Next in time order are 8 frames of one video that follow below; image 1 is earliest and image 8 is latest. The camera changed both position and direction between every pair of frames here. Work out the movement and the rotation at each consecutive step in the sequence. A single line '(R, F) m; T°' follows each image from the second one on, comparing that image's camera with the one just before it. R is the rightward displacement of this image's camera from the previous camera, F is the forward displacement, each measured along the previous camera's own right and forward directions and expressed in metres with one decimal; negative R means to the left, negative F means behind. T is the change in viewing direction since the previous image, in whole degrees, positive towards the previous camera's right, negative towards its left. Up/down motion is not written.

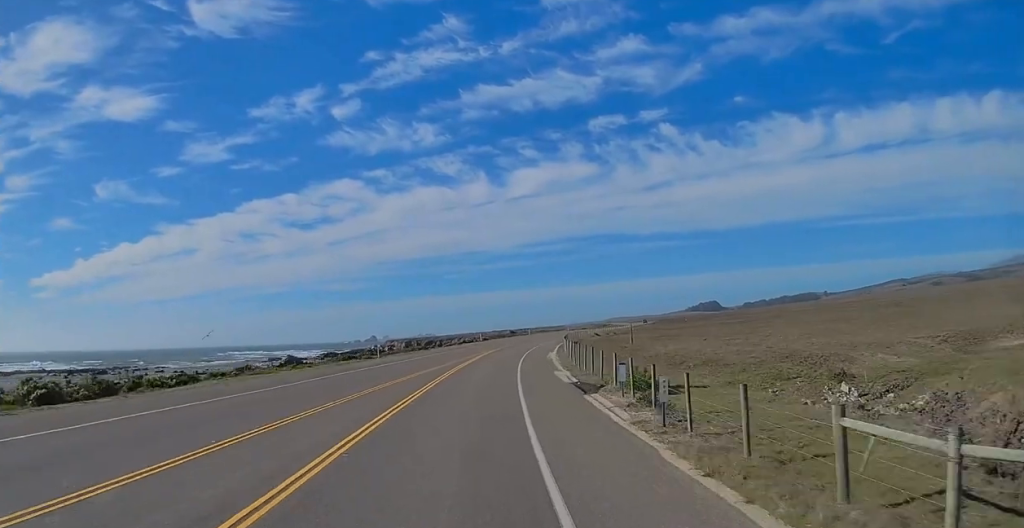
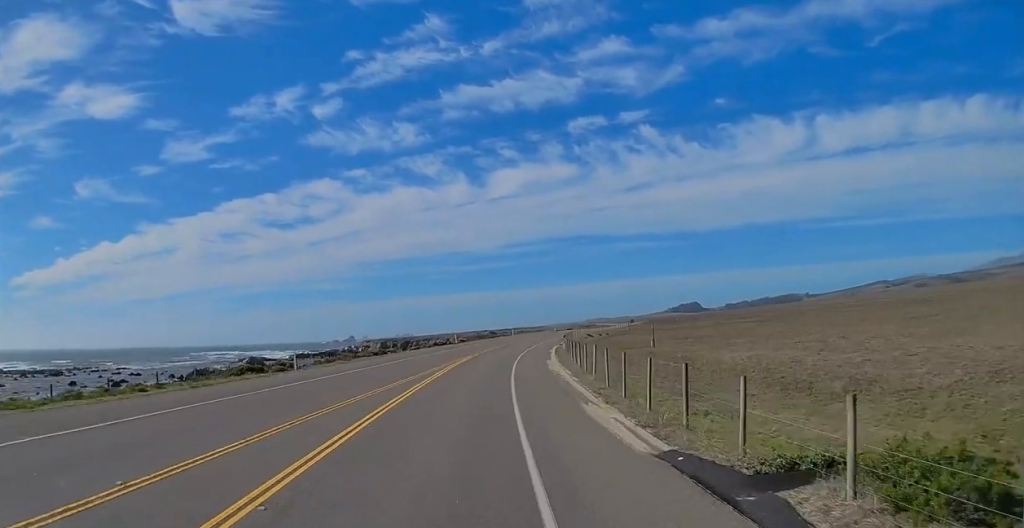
(-0.3, +19.6) m; +3°
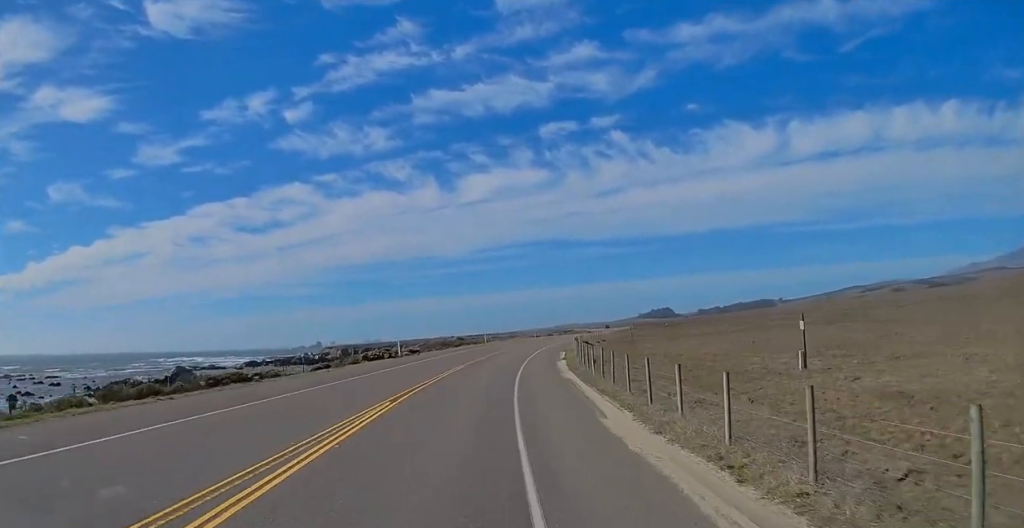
(+2.4, +31.4) m; +7°
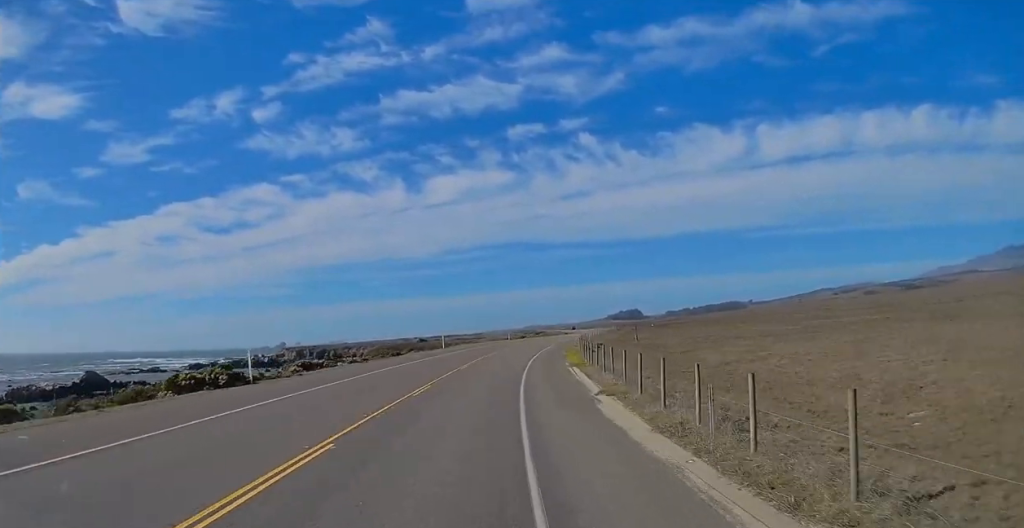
(+1.1, +28.3) m; +3°
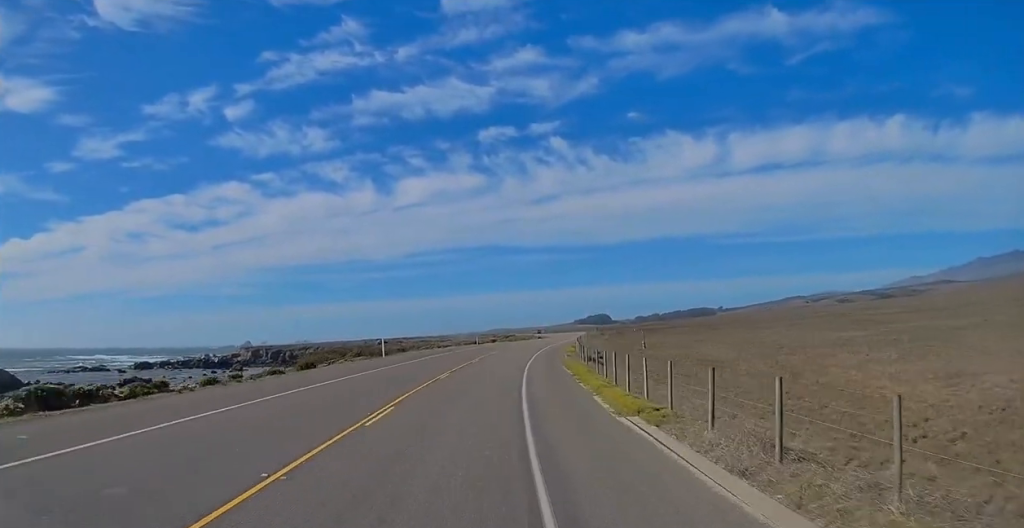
(+0.4, +22.5) m; +2°
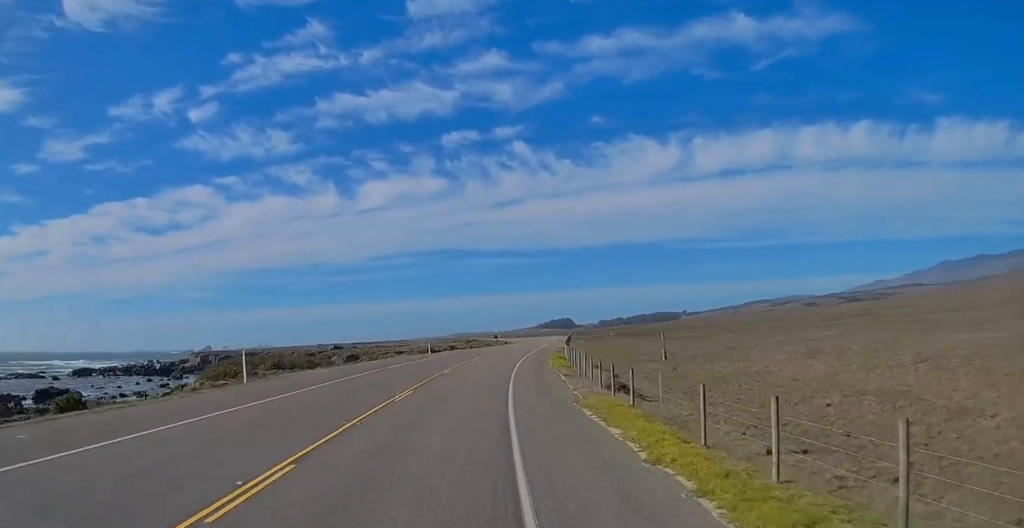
(+0.4, +22.1) m; +2°
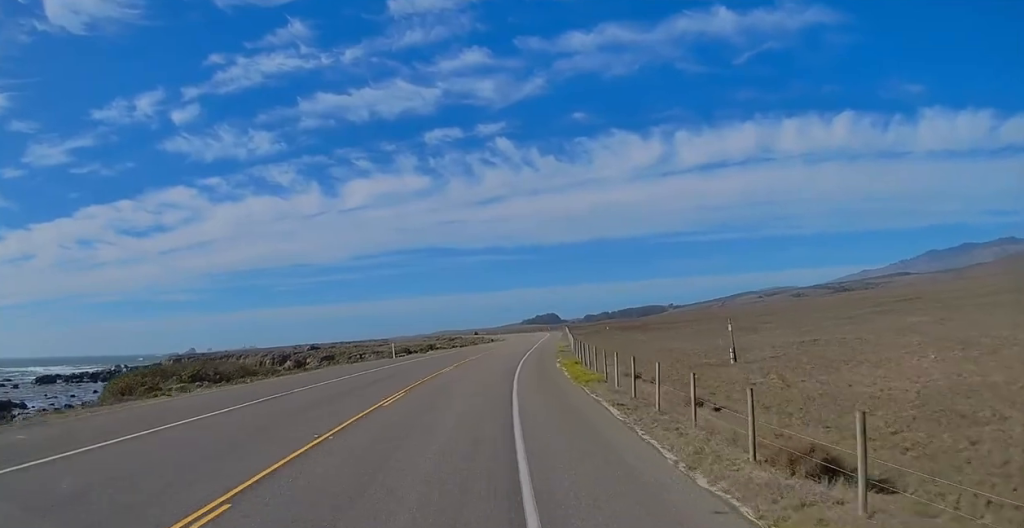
(+0.4, +18.7) m; +2°
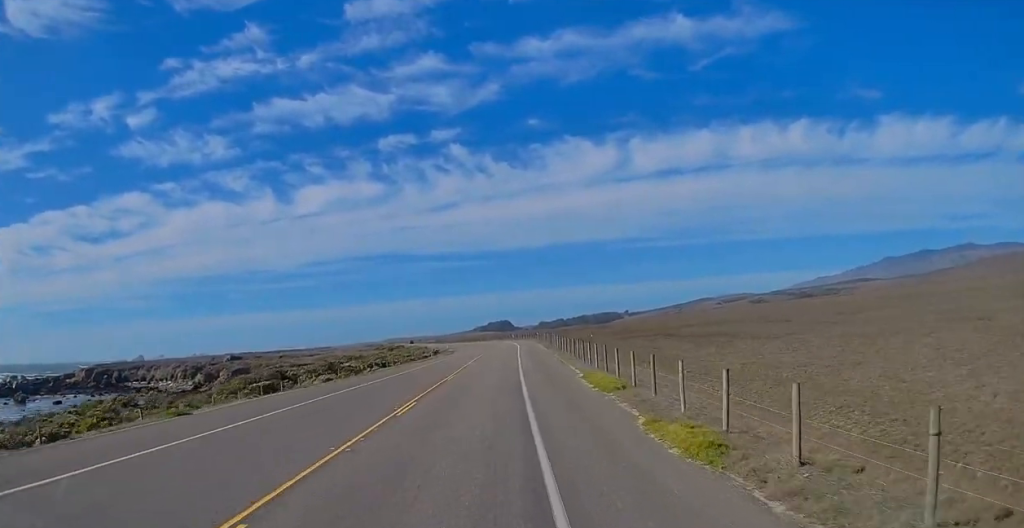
(+1.9, +42.6) m; +4°
